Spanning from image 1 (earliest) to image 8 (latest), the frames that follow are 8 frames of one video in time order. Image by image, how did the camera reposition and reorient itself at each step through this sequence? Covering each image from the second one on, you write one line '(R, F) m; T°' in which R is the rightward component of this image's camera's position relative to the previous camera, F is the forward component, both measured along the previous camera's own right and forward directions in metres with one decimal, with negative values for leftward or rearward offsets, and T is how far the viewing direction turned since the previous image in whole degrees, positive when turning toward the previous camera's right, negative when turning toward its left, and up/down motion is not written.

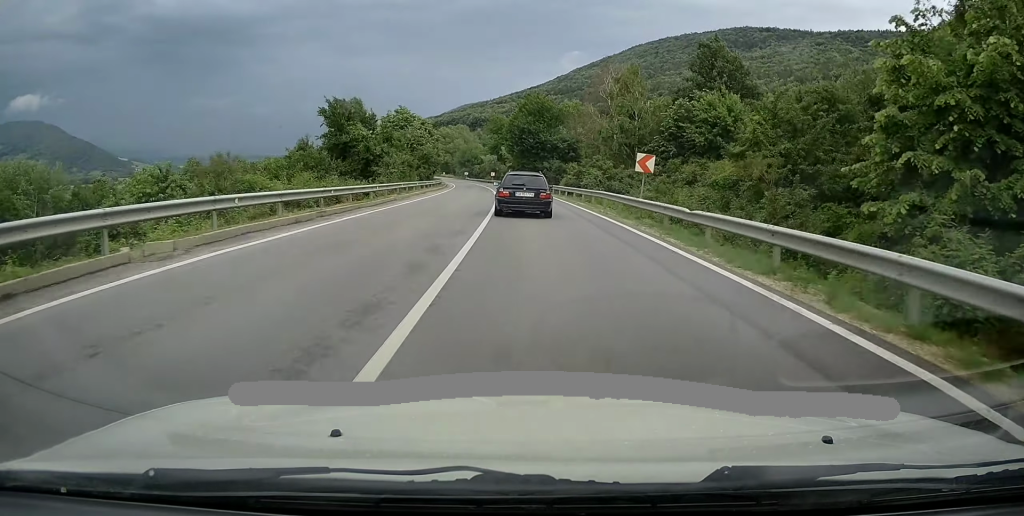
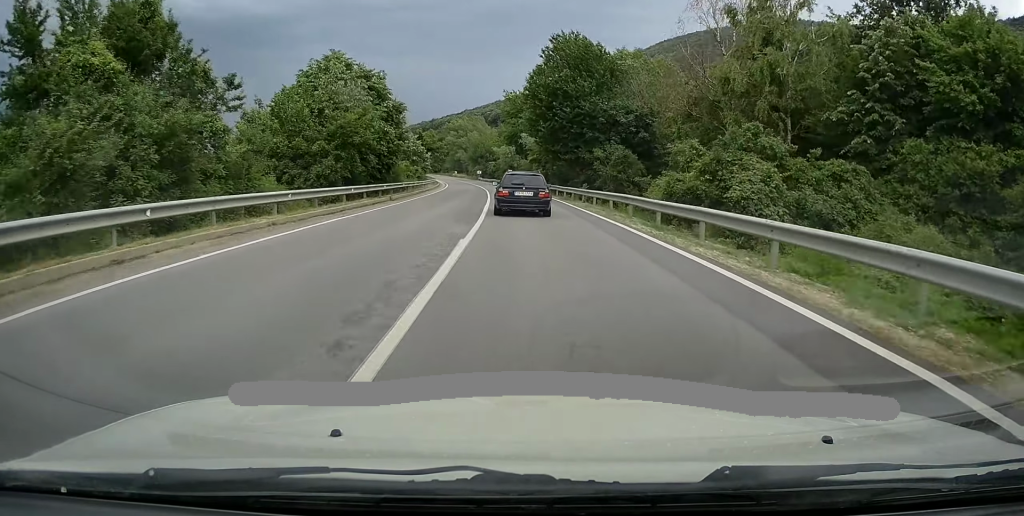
(-0.5, +35.6) m; -3°
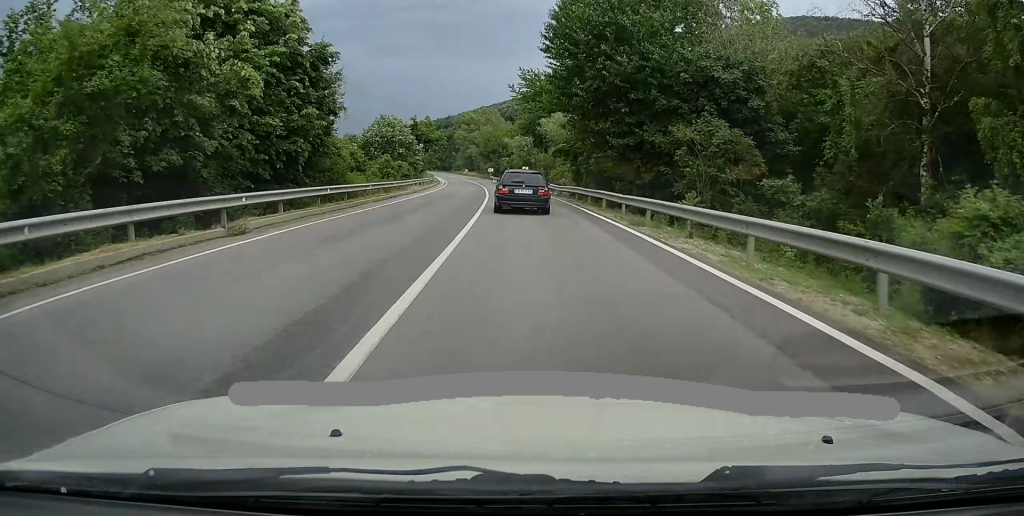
(-0.5, +19.3) m; -2°
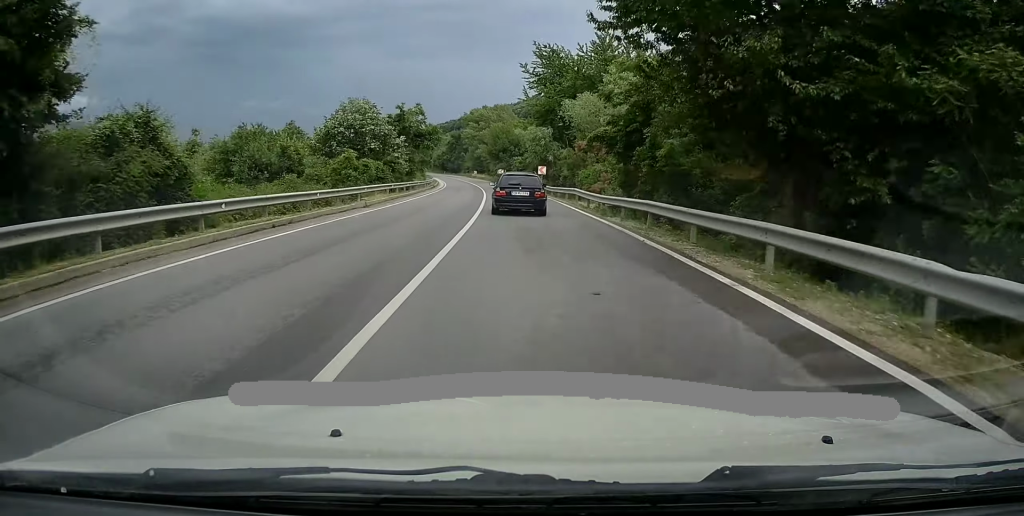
(-0.1, +17.0) m; -1°
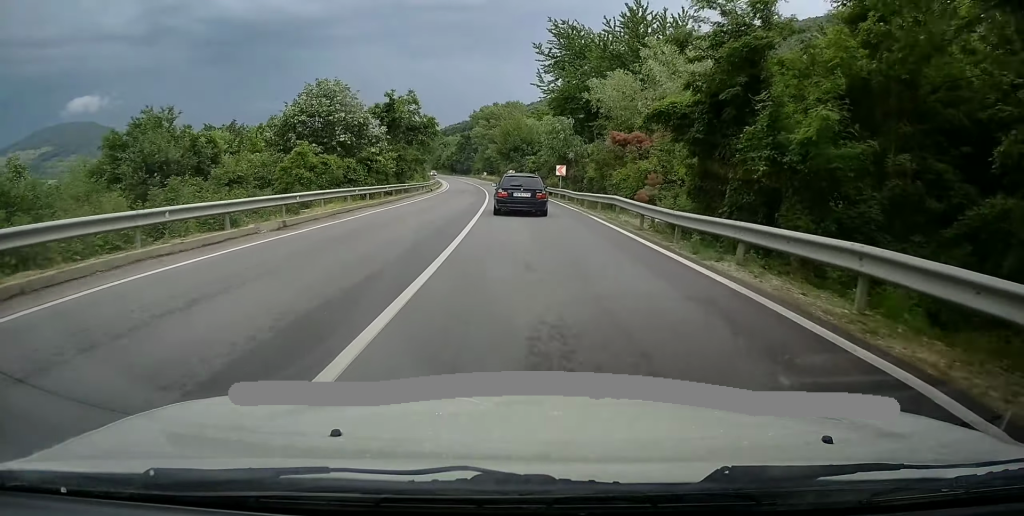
(-0.1, +10.8) m; -1°
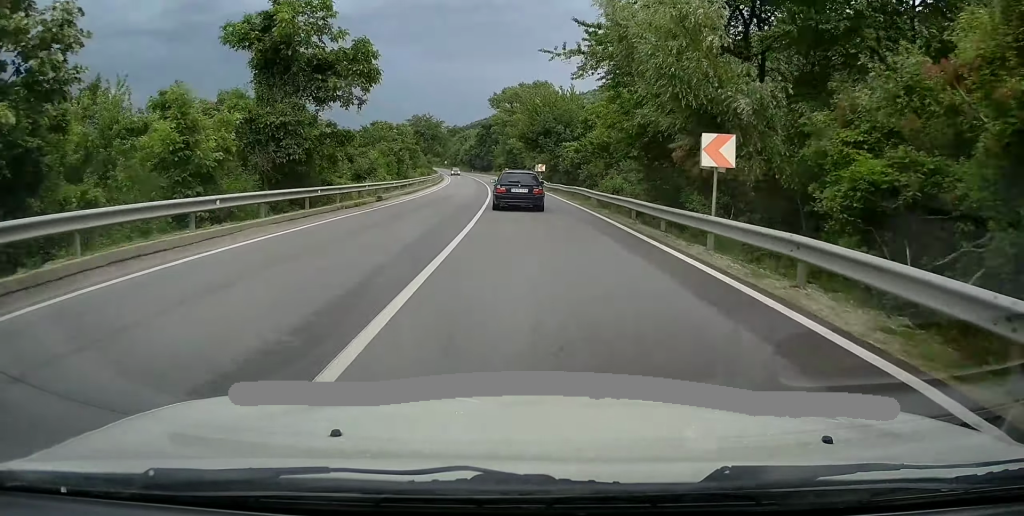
(-0.5, +30.0) m; -2°
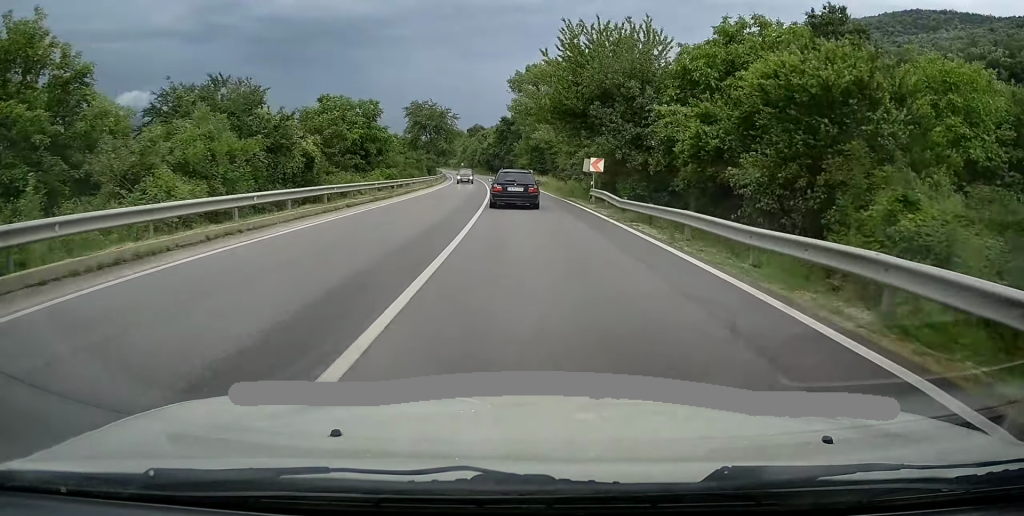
(-0.6, +29.3) m; -3°
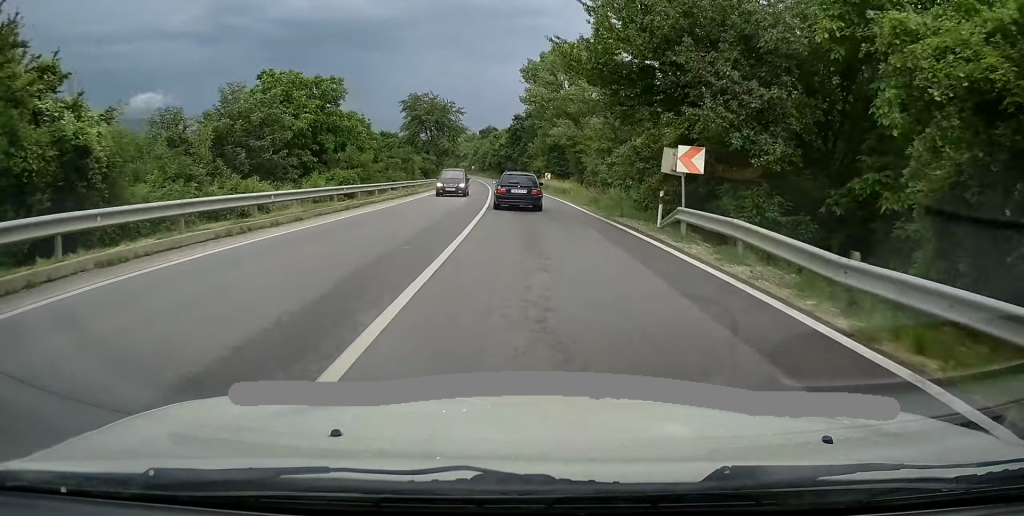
(-0.3, +14.9) m; -2°
